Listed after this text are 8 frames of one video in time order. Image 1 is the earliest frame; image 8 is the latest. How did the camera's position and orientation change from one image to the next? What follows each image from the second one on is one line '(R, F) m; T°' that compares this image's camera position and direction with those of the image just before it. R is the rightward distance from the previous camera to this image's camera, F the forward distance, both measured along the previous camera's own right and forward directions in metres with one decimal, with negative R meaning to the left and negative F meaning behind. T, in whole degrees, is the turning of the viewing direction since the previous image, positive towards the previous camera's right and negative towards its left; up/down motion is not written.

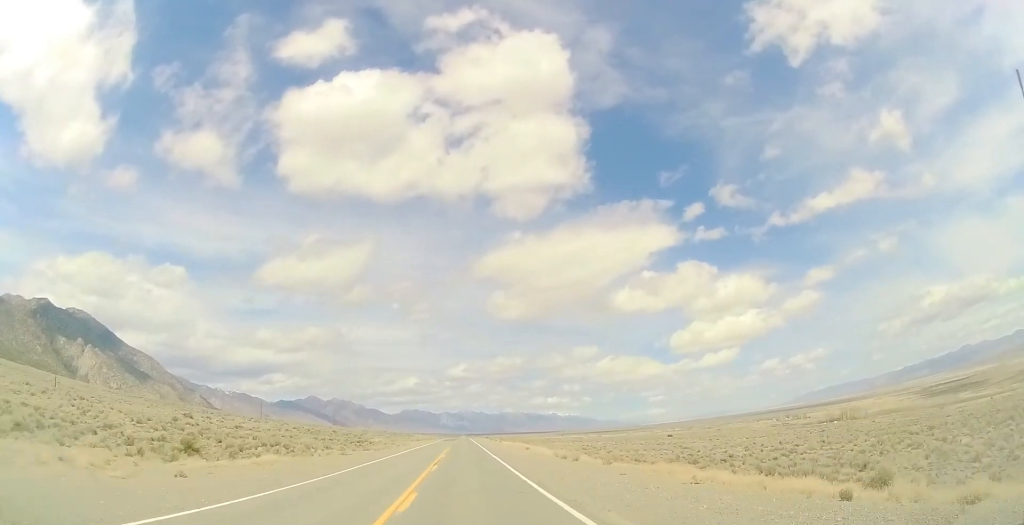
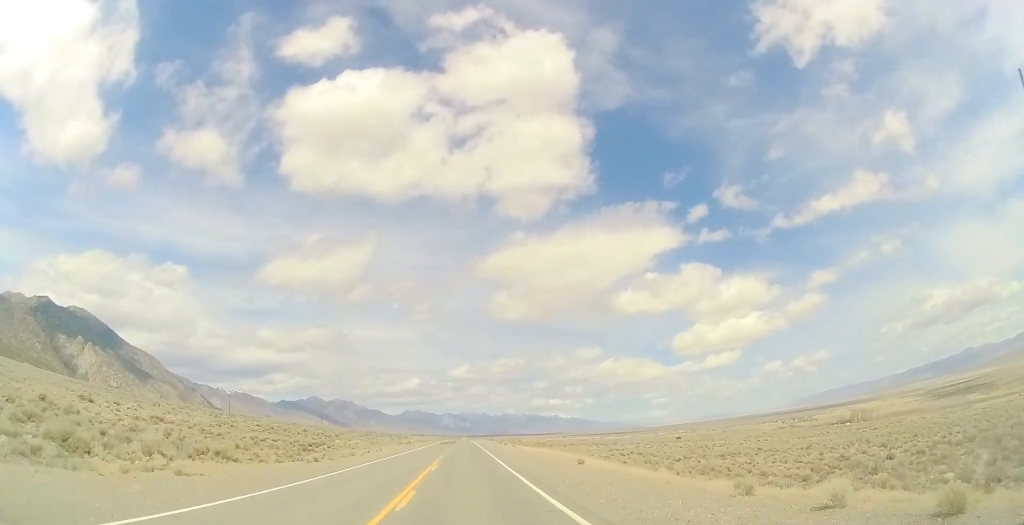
(-0.1, +24.0) m; +1°
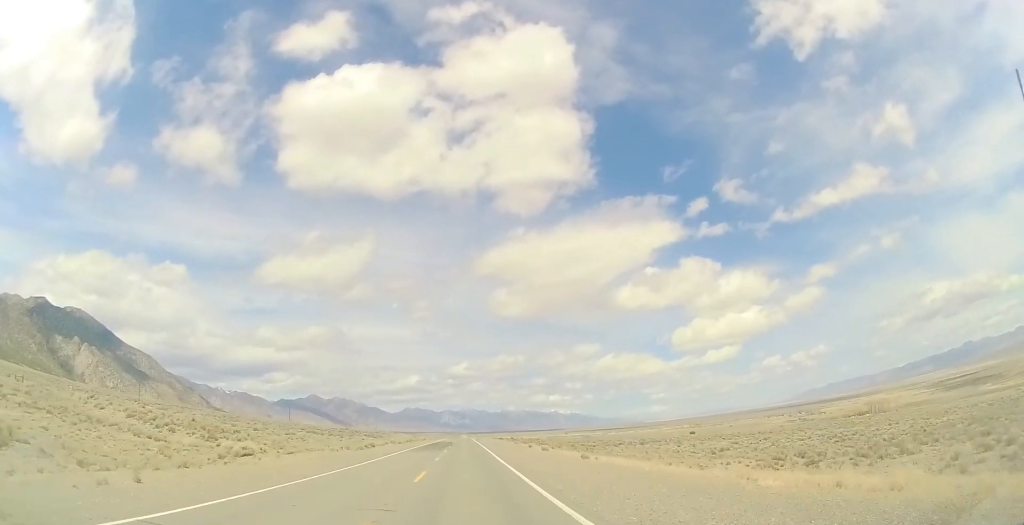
(+0.4, +42.7) m; 0°
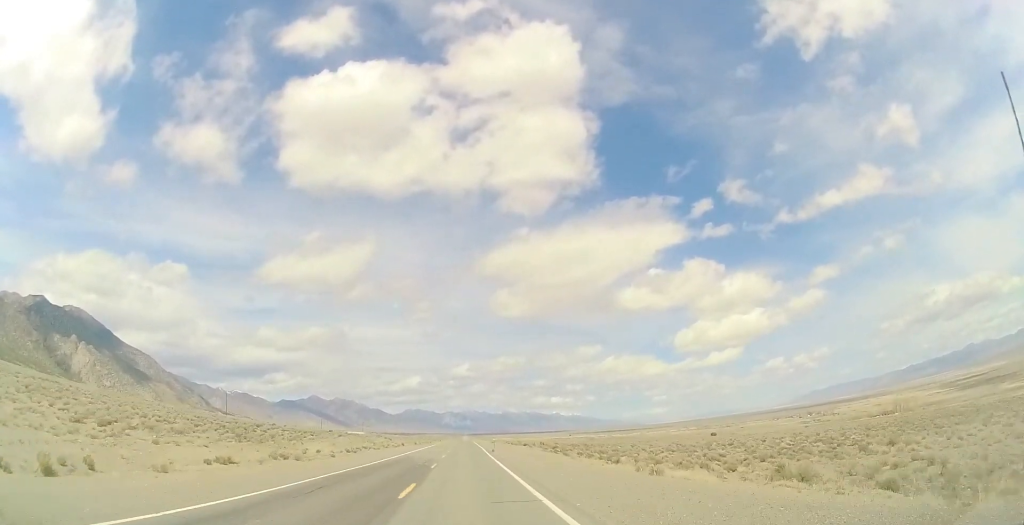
(-0.5, +52.5) m; -1°
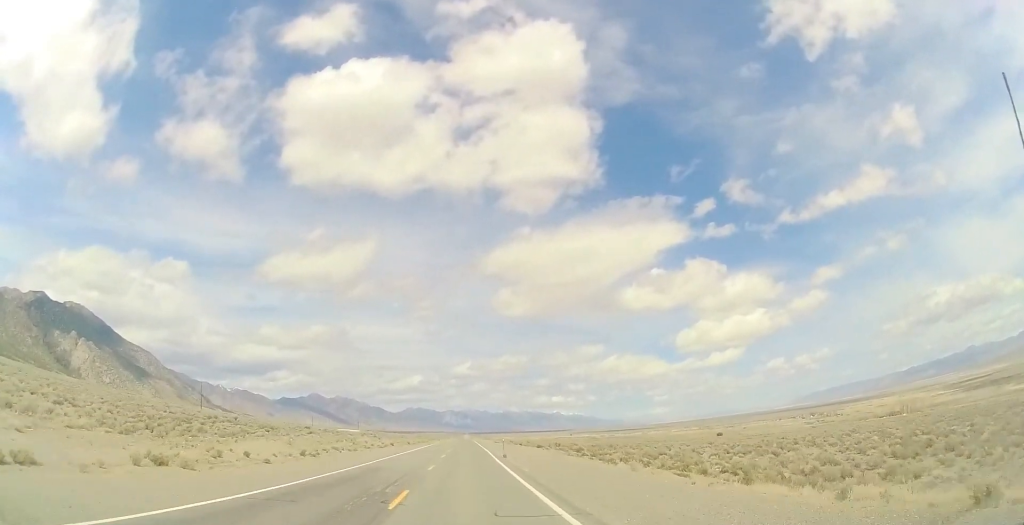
(0.0, +14.3) m; 0°
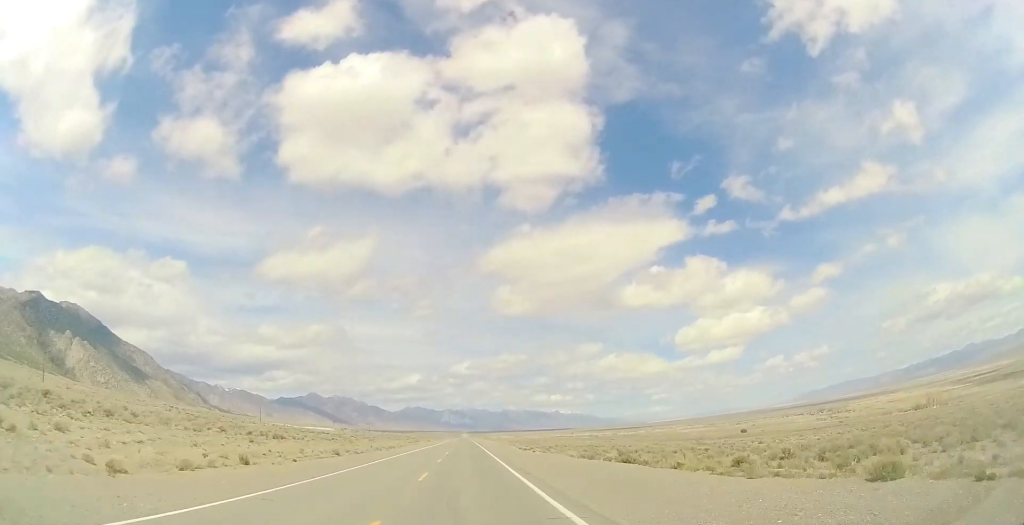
(-0.6, +53.9) m; -1°
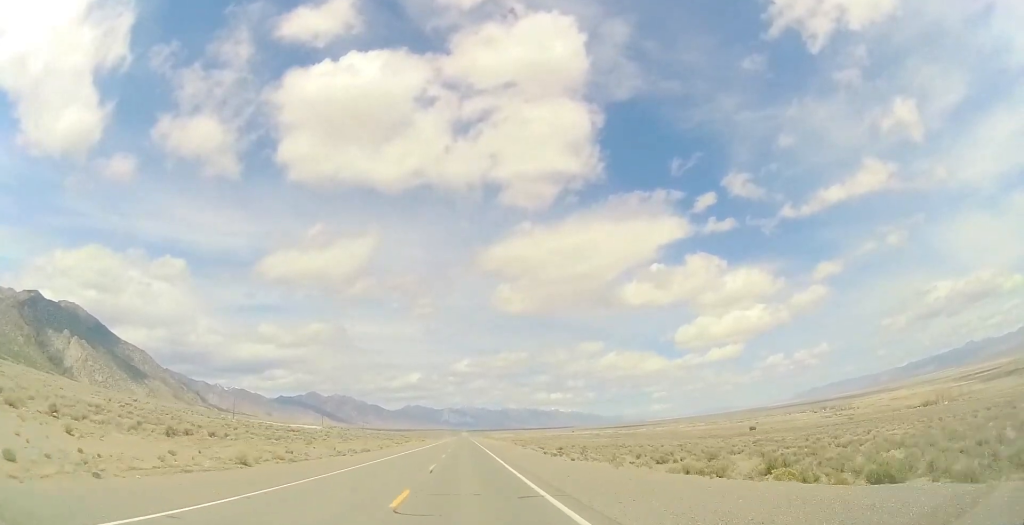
(+0.1, +18.9) m; 0°
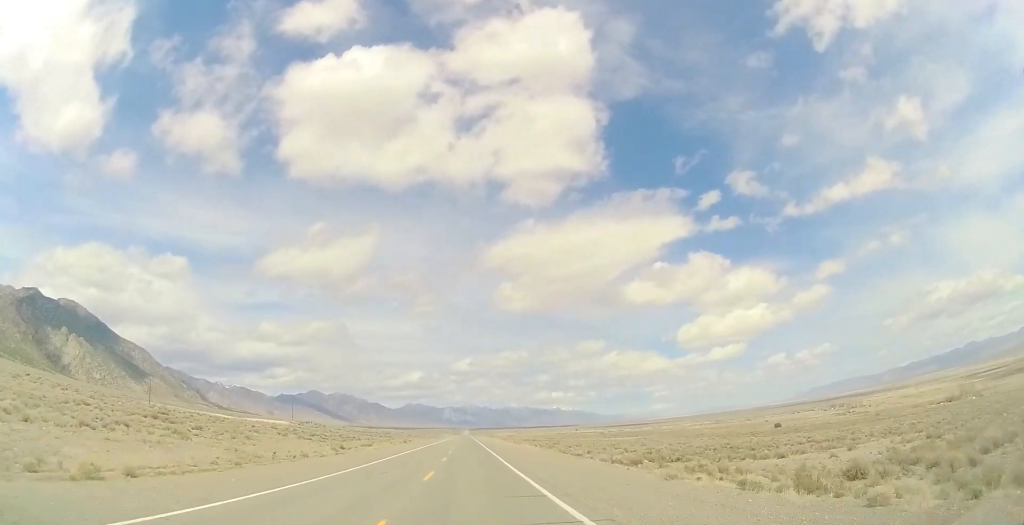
(+0.3, +42.1) m; 0°
